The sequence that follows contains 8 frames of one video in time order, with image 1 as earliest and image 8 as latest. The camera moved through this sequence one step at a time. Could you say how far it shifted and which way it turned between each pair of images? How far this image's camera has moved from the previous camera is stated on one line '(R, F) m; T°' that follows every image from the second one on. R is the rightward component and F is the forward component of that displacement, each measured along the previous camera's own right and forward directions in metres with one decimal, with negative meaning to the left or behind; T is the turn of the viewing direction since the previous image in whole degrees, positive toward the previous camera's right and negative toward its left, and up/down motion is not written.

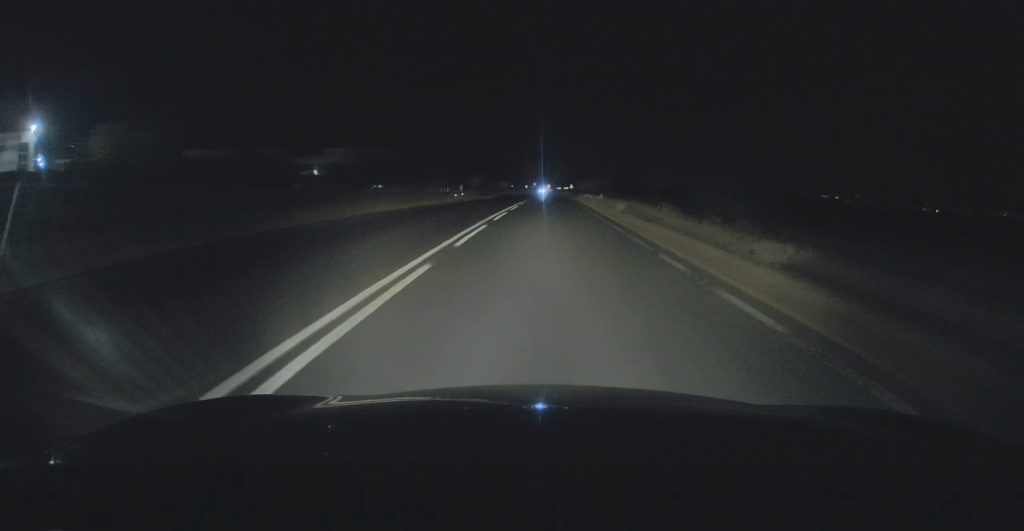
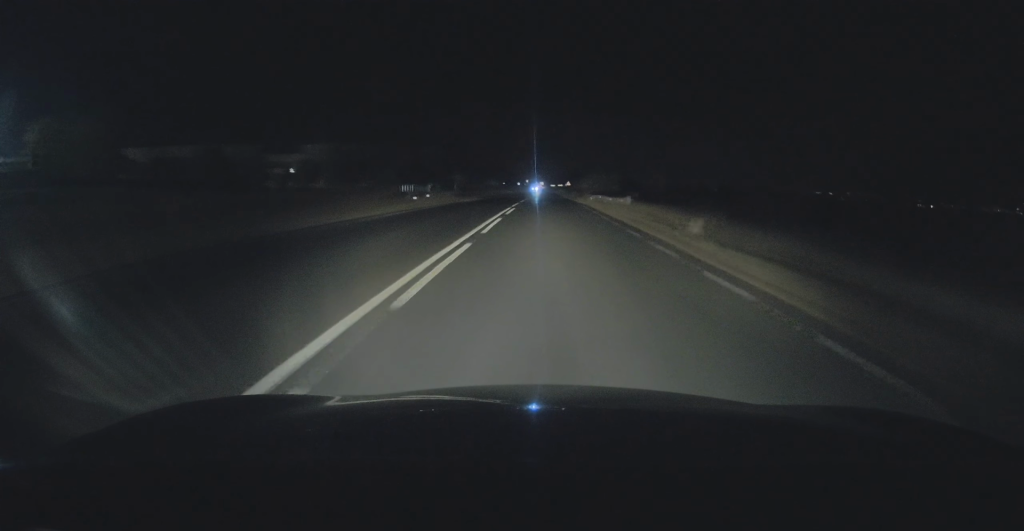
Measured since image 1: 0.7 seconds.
(+0.1, +14.6) m; +1°
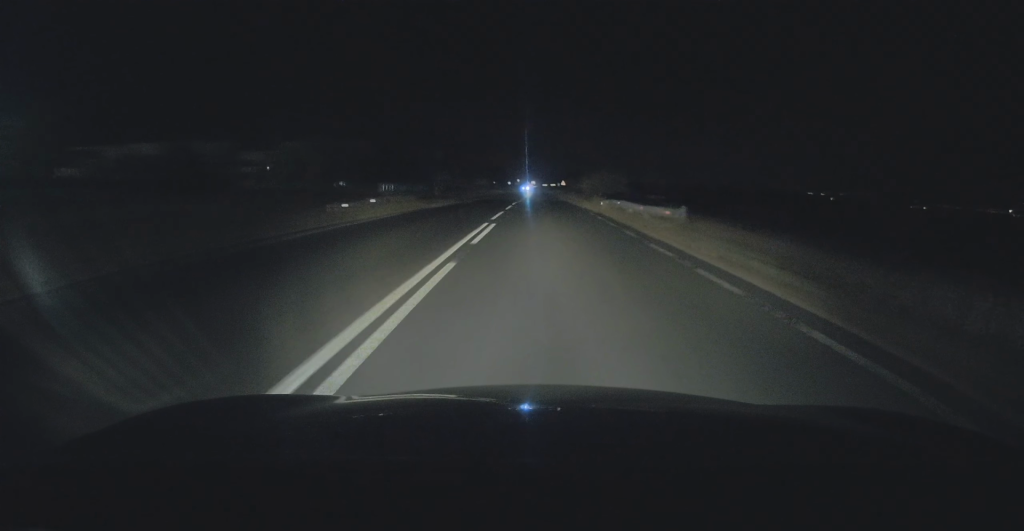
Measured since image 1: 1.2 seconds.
(+0.2, +11.6) m; +1°
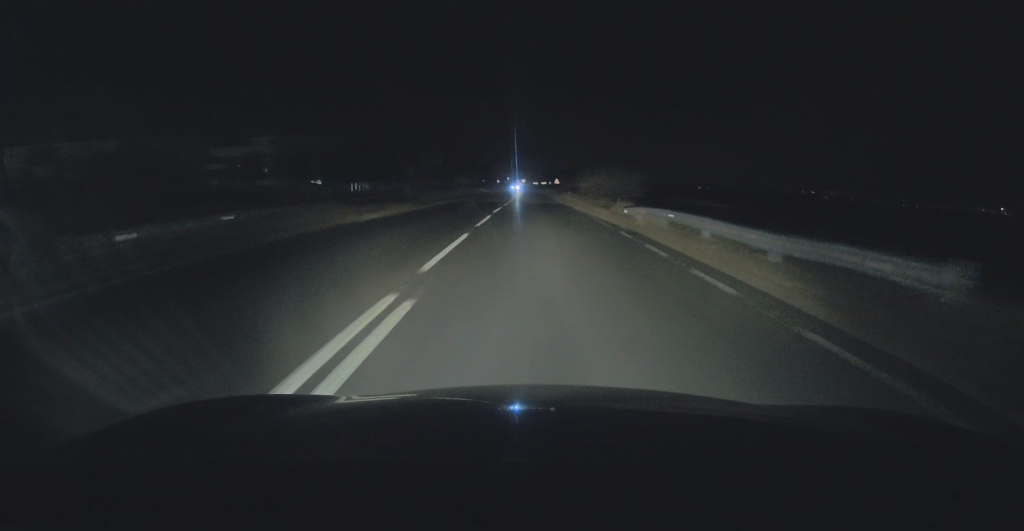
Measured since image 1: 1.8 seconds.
(+0.1, +12.3) m; +1°
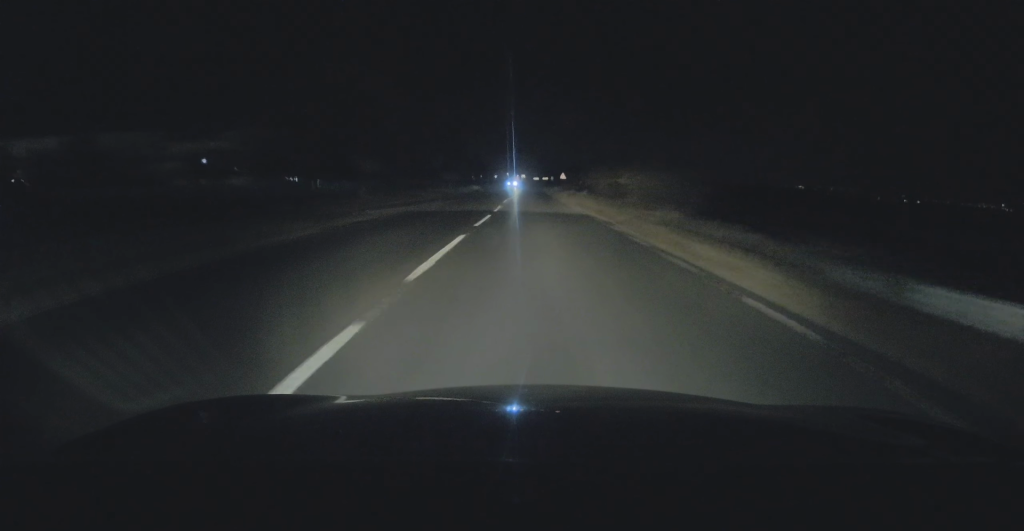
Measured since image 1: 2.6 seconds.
(+0.1, +18.6) m; +1°
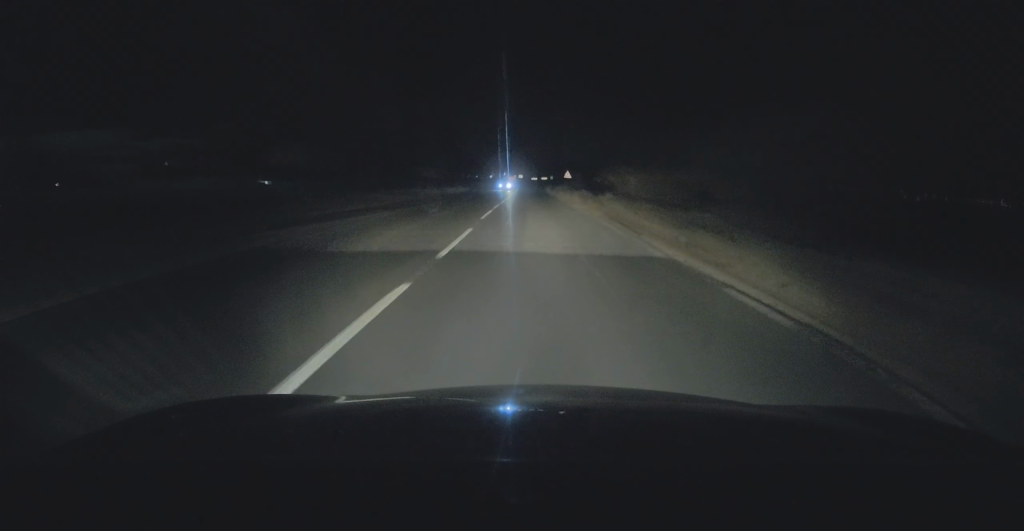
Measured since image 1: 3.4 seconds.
(+0.2, +15.6) m; 0°
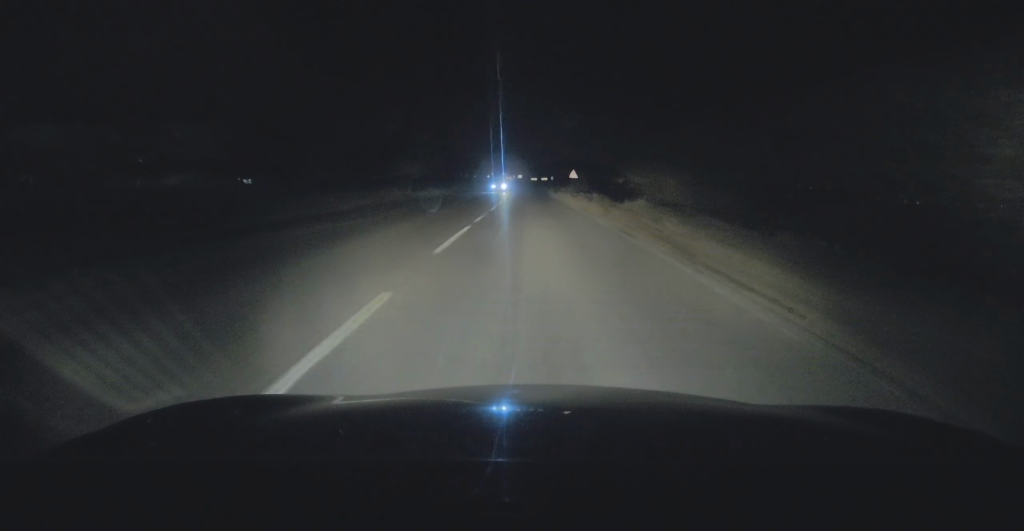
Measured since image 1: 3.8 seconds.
(+0.1, +9.9) m; 0°
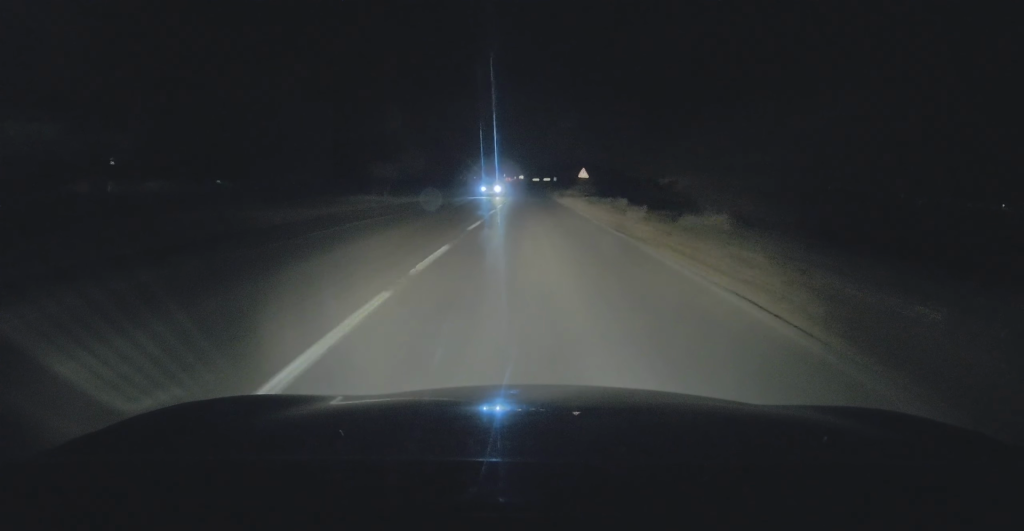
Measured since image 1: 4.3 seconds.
(-0.1, +9.8) m; 0°
